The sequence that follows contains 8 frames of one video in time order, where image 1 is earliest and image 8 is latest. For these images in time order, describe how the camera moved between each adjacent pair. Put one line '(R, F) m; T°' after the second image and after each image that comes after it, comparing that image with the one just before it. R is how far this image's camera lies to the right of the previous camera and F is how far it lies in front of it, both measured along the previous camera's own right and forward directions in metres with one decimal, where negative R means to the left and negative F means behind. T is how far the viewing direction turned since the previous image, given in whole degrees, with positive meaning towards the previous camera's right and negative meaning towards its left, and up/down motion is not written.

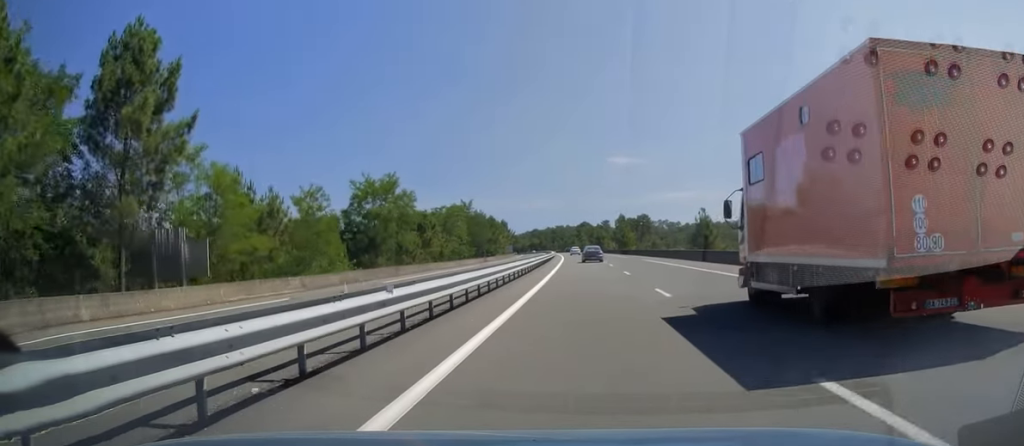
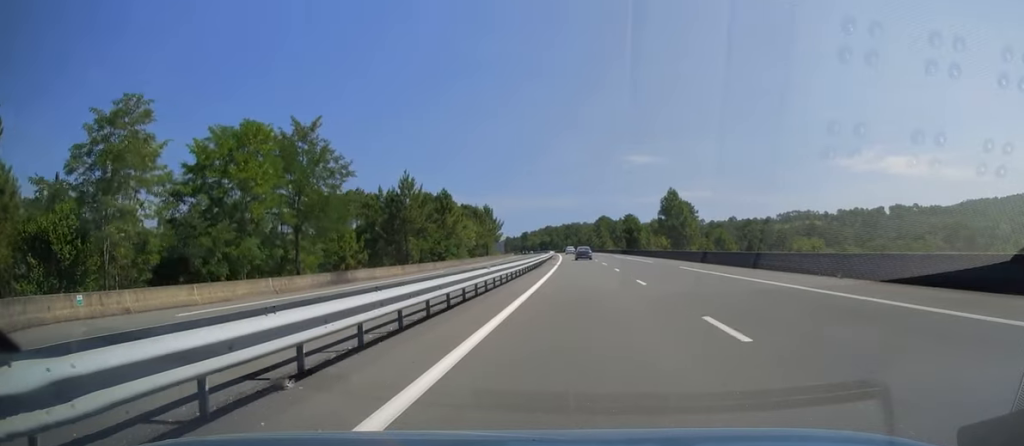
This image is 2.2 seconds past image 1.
(+0.1, +74.2) m; -1°
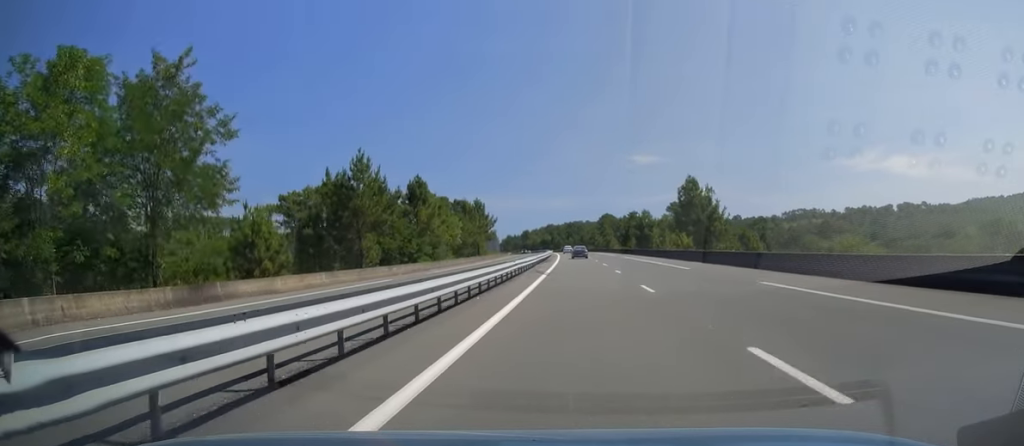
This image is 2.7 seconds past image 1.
(-0.3, +16.6) m; -1°
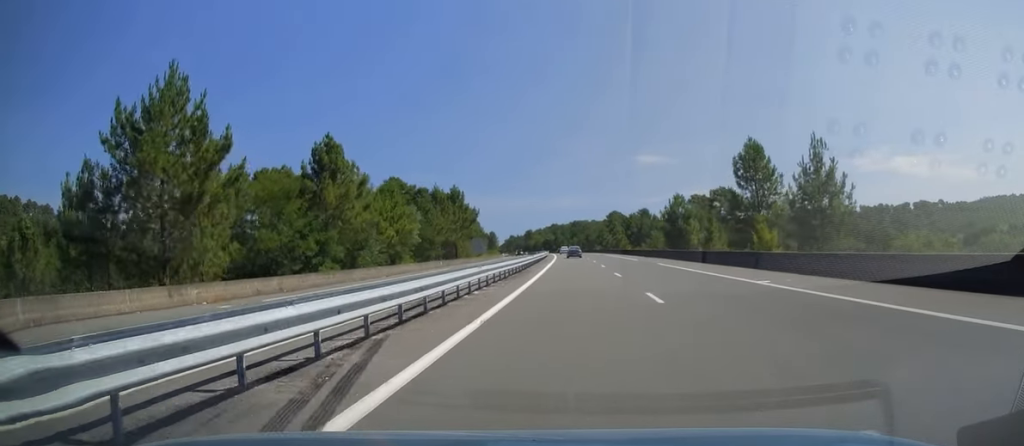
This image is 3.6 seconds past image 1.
(-0.3, +30.3) m; -1°
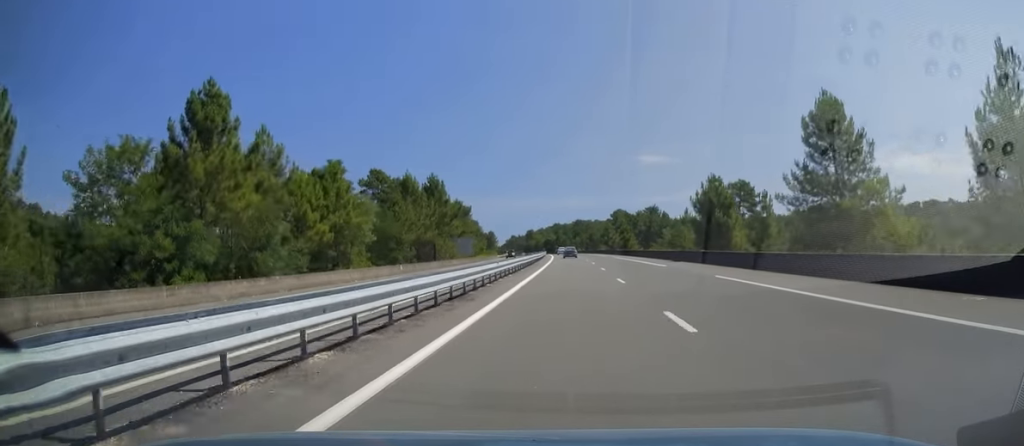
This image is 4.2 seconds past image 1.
(0.0, +18.2) m; 0°
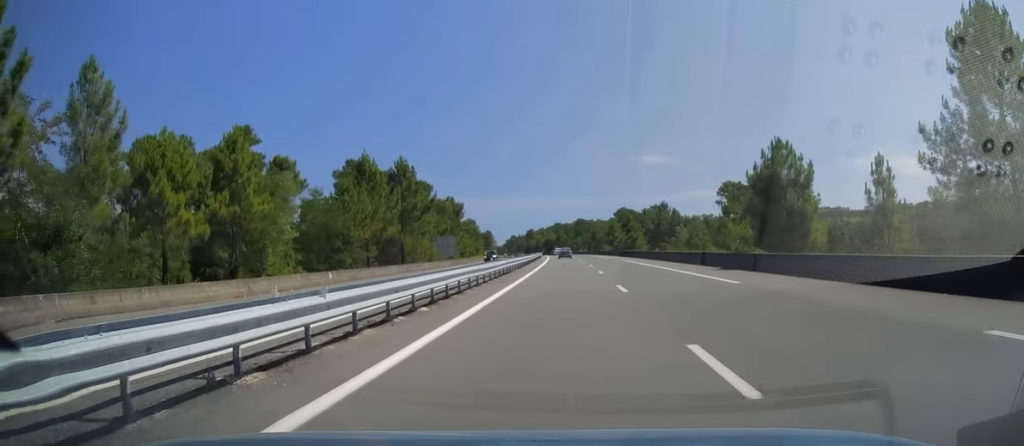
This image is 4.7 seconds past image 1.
(0.0, +17.5) m; 0°
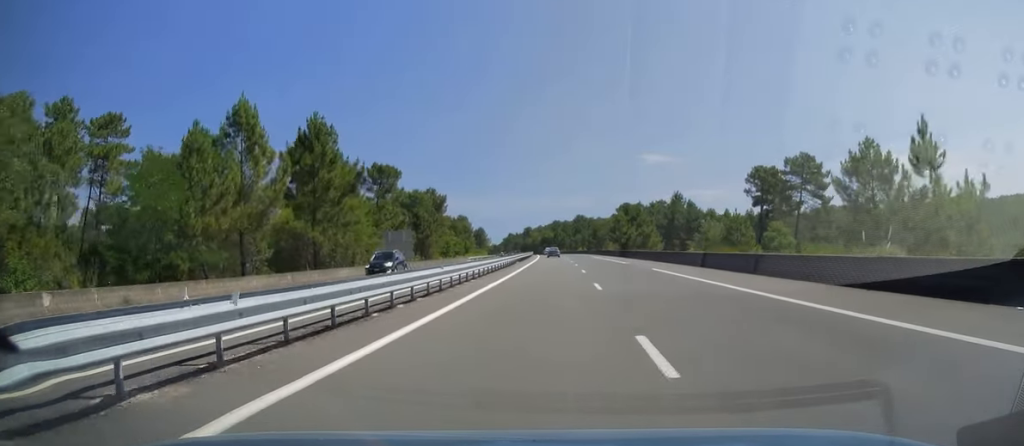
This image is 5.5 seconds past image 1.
(0.0, +25.5) m; 0°
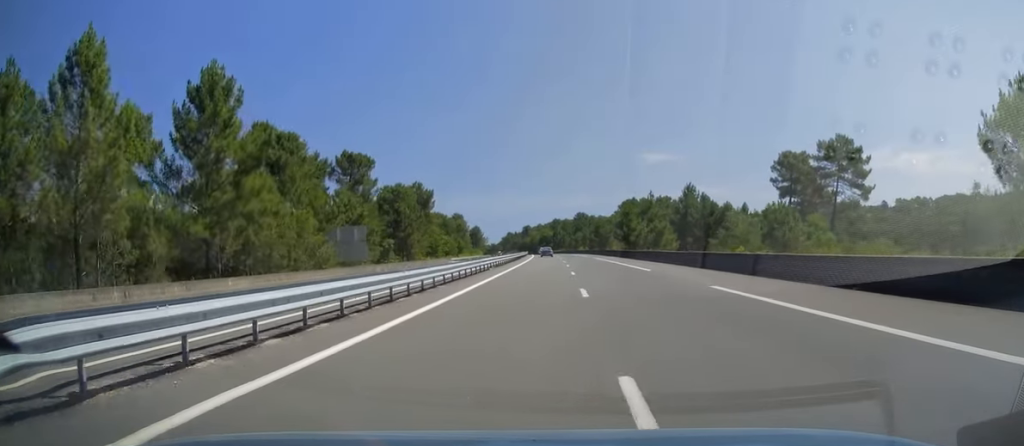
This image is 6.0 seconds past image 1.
(-0.1, +16.2) m; 0°
